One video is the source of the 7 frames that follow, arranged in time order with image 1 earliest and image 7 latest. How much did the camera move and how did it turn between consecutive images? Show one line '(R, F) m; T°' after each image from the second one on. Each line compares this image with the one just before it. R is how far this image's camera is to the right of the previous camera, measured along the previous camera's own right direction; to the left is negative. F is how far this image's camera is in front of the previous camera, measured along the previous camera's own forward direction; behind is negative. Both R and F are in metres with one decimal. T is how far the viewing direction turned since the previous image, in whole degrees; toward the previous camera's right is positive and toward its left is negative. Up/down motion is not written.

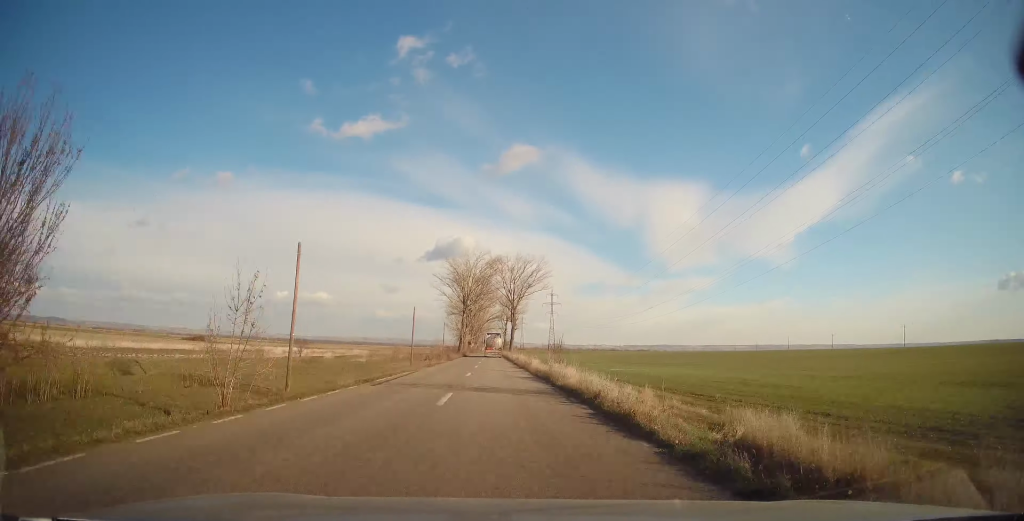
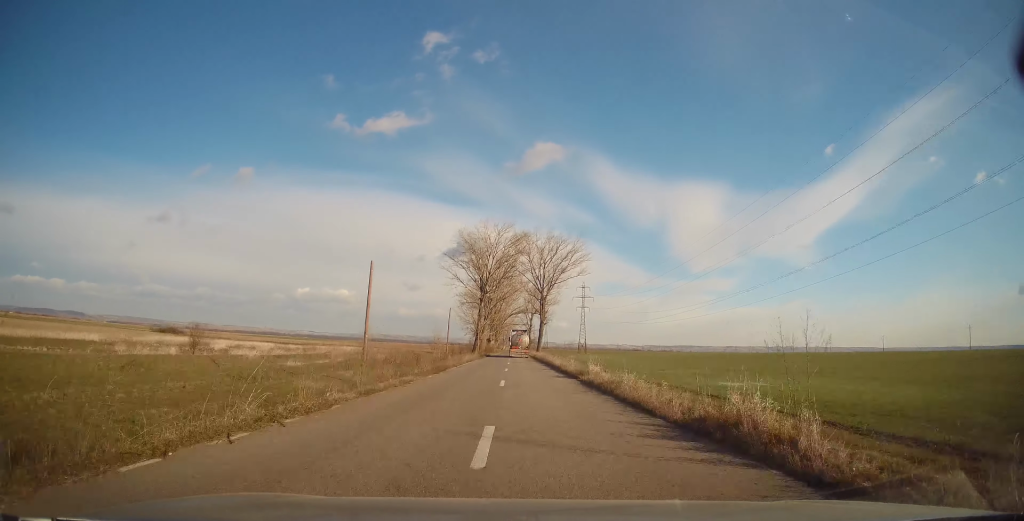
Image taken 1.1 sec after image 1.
(-0.1, +29.3) m; -1°
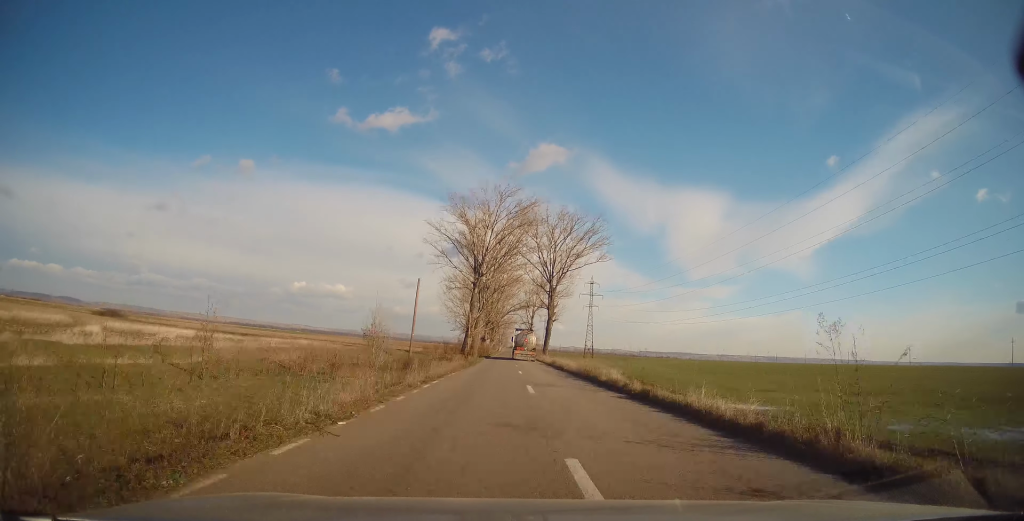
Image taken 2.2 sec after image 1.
(-0.3, +26.7) m; 0°
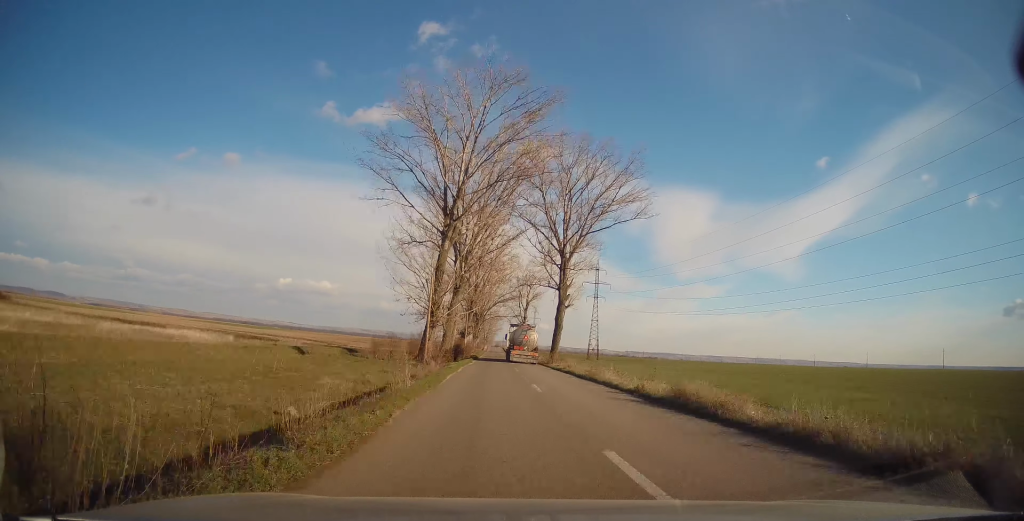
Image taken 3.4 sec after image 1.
(+0.6, +34.4) m; +2°
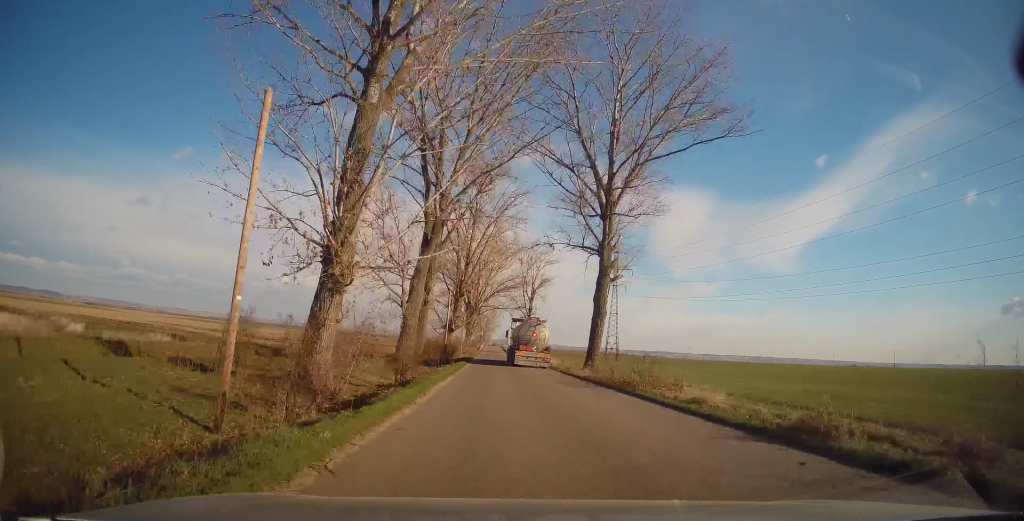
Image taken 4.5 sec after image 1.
(+0.3, +28.3) m; +1°
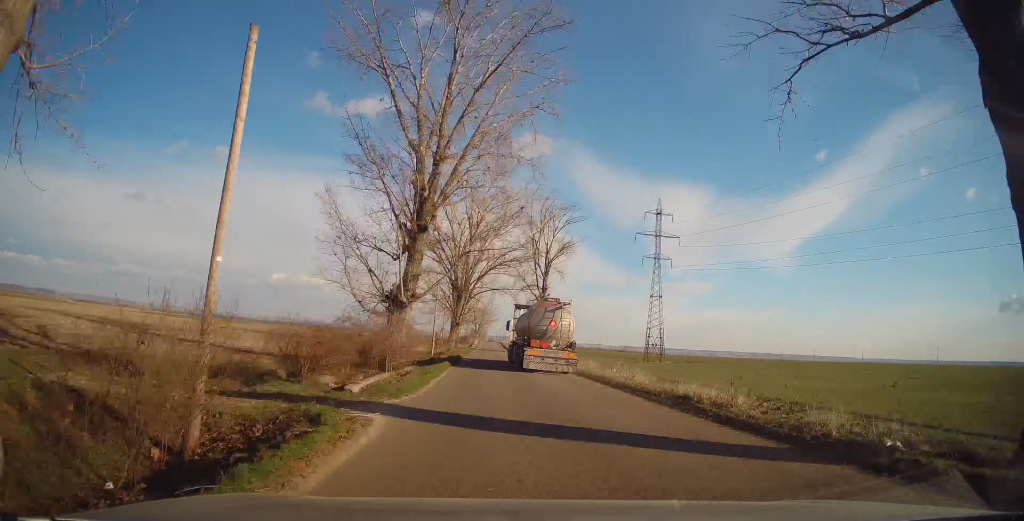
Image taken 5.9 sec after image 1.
(-0.3, +37.1) m; 0°
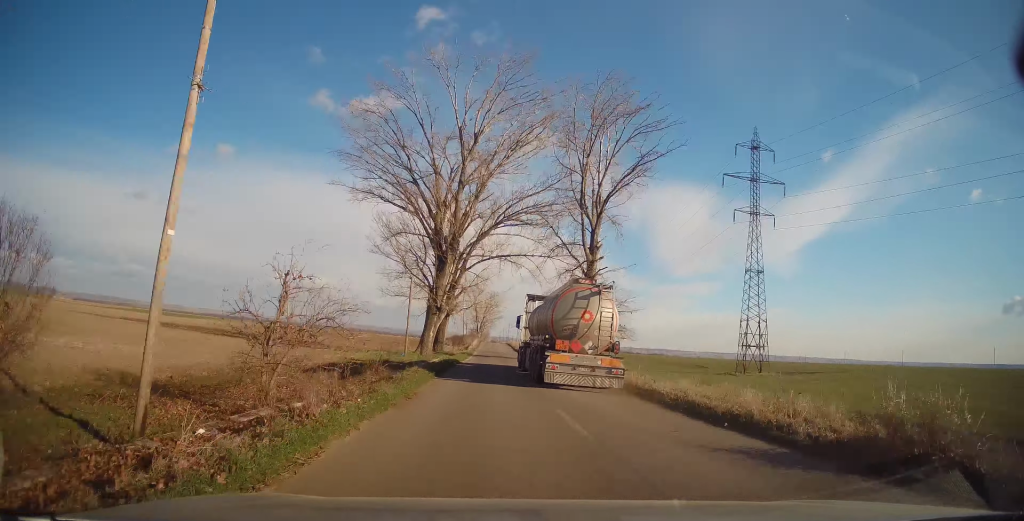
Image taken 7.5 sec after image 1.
(0.0, +37.6) m; 0°
